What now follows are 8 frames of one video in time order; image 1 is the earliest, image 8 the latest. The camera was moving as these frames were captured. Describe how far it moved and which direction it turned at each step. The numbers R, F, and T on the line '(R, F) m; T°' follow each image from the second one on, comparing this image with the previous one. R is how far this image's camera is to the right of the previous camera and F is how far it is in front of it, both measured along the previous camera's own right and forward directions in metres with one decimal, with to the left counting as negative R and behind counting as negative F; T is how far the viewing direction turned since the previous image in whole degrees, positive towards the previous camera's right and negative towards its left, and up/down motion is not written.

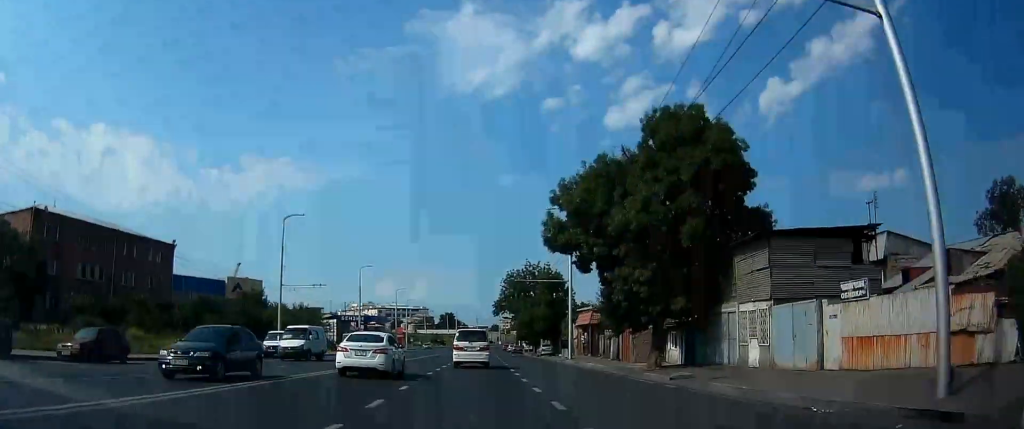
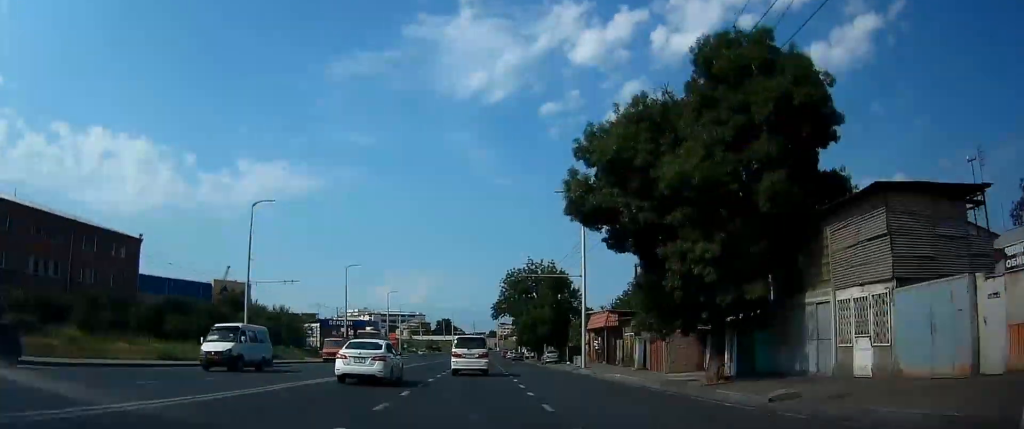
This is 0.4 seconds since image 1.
(-0.2, +8.1) m; -1°
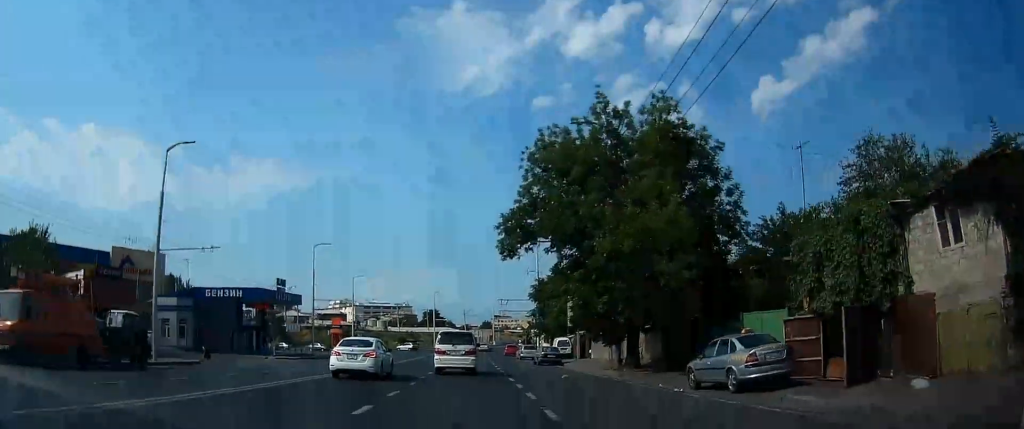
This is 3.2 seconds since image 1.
(+0.5, +44.3) m; +2°
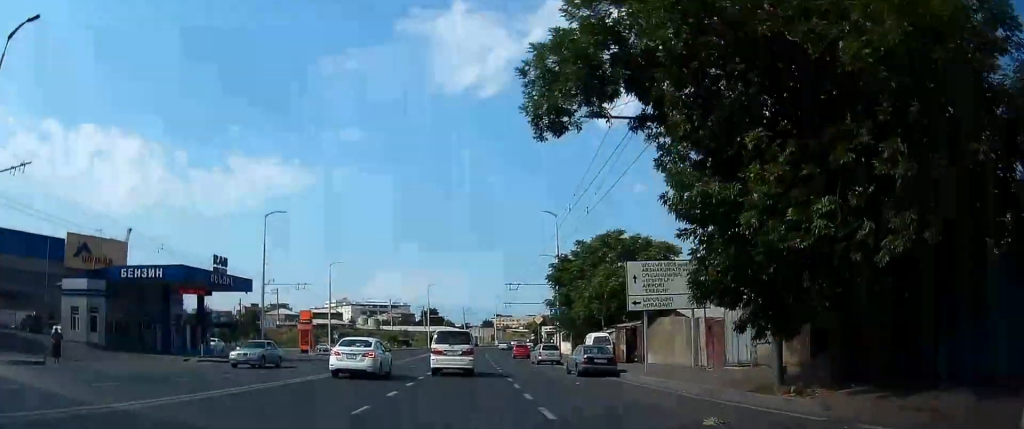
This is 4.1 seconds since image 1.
(+0.1, +15.4) m; -1°
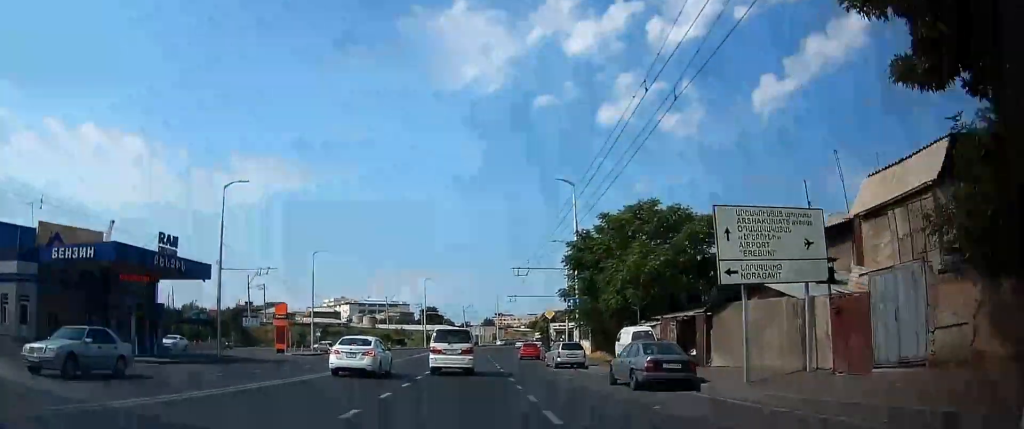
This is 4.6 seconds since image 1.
(0.0, +8.8) m; -1°
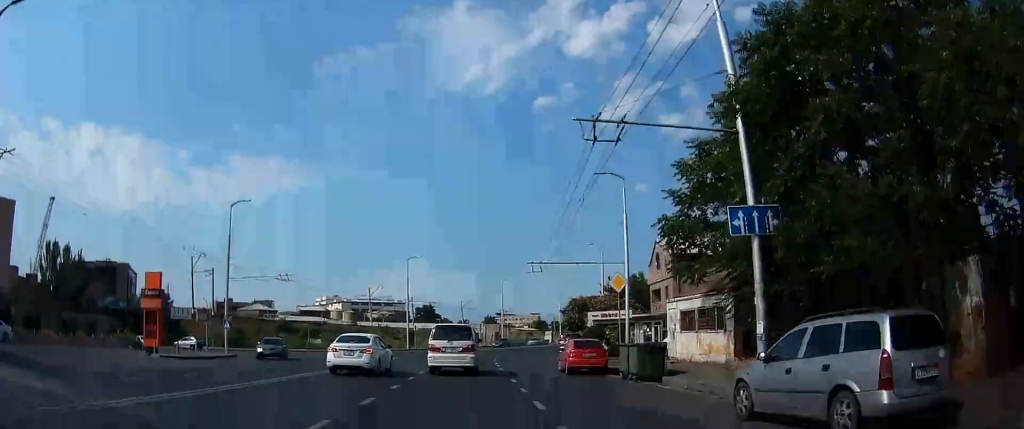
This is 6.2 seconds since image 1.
(-0.3, +25.5) m; -1°
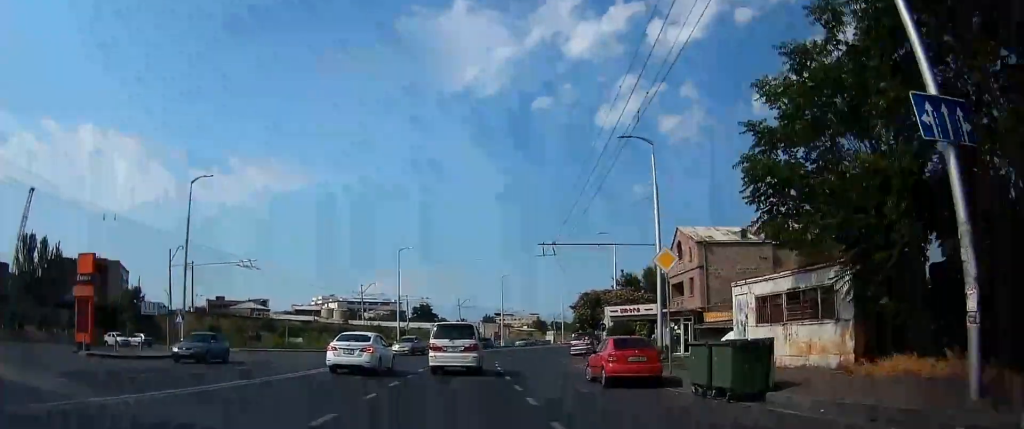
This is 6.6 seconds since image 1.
(+0.1, +7.2) m; 0°
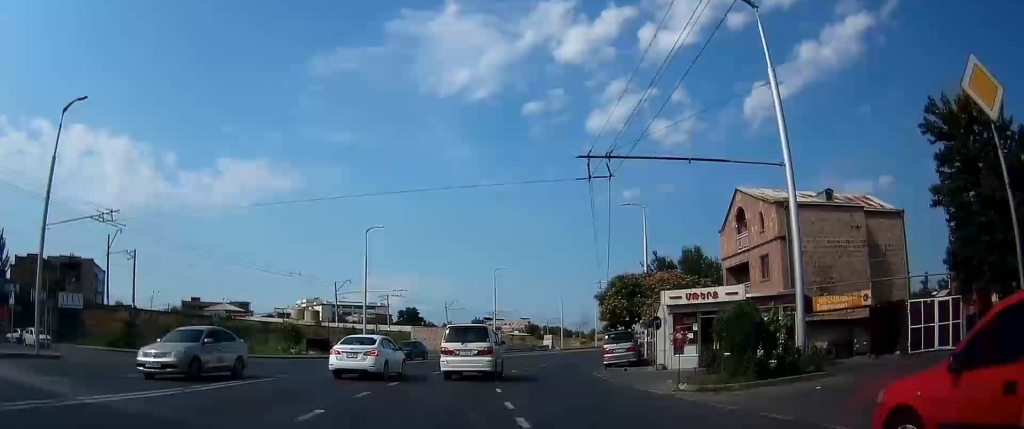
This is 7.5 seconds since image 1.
(-0.3, +14.9) m; +1°
